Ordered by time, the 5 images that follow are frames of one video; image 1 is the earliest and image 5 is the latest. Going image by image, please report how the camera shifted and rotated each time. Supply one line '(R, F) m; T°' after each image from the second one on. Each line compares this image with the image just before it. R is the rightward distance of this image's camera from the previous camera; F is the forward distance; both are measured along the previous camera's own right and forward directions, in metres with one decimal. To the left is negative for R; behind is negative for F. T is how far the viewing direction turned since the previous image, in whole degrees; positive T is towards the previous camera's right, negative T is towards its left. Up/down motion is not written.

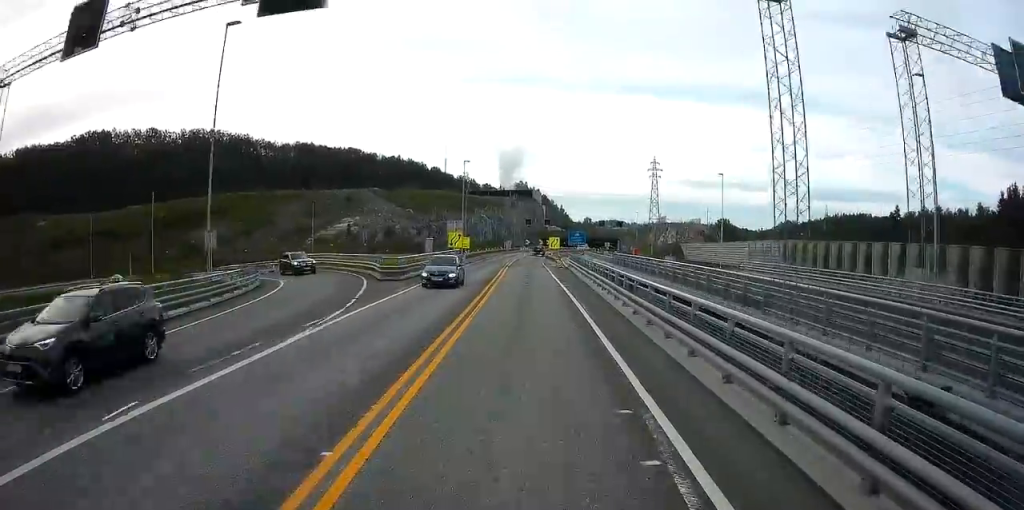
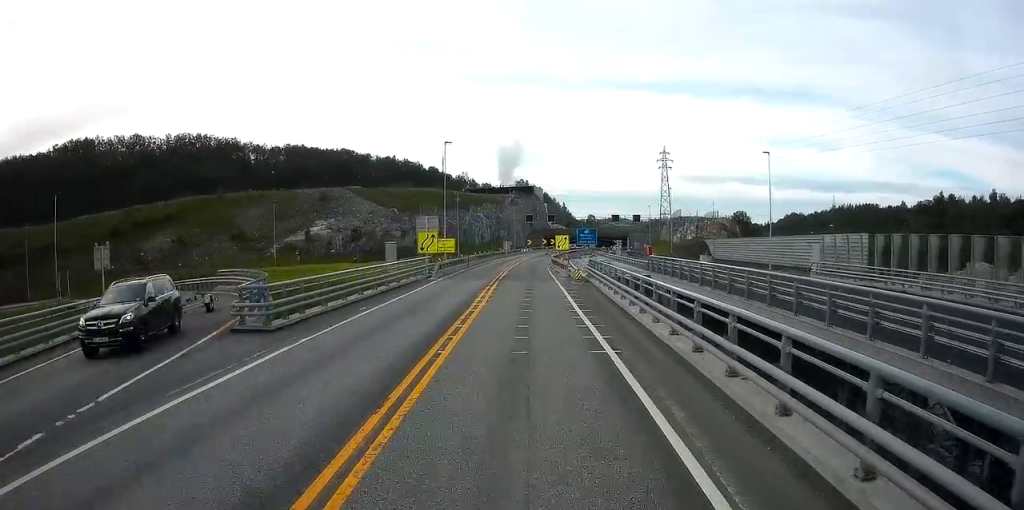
(+0.1, +15.5) m; 0°
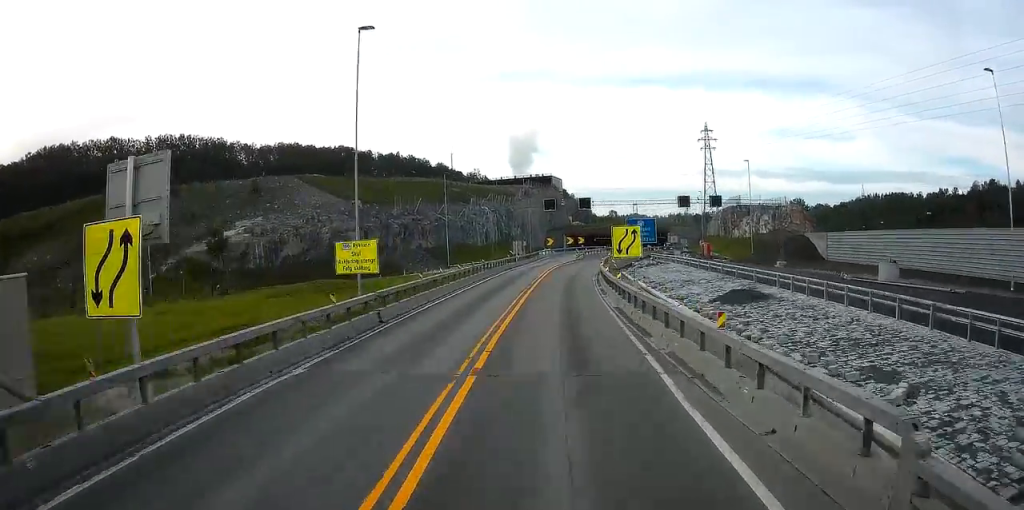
(-0.4, +32.9) m; -1°
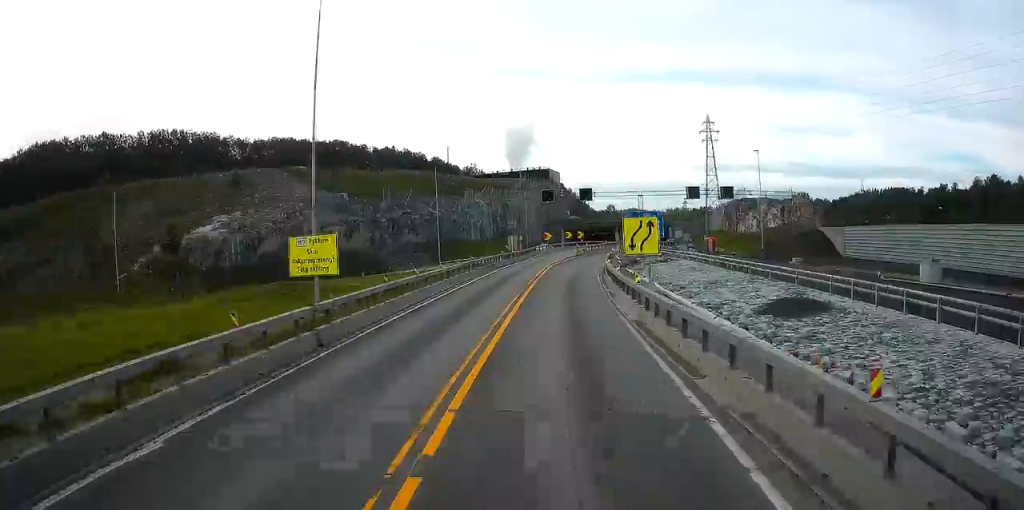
(0.0, +4.6) m; 0°
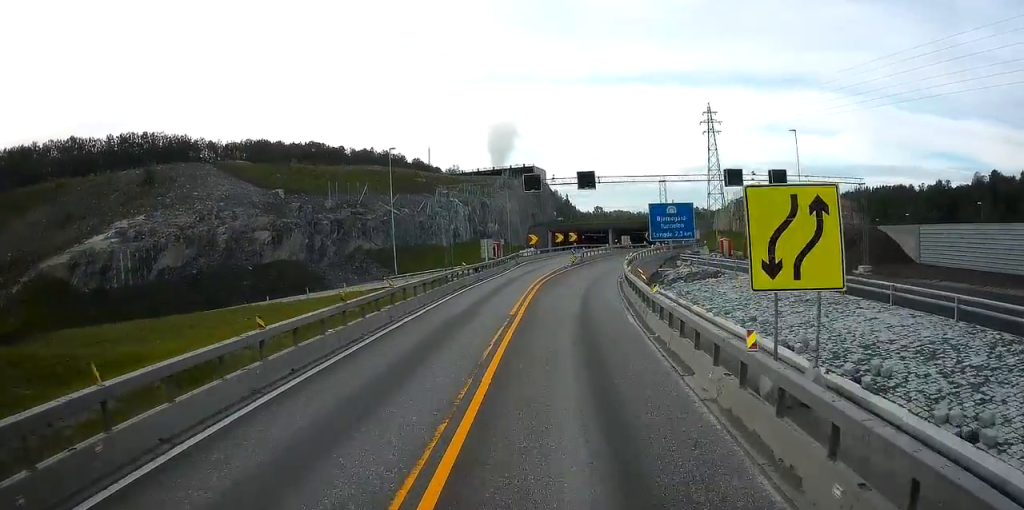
(-0.1, +15.2) m; 0°
